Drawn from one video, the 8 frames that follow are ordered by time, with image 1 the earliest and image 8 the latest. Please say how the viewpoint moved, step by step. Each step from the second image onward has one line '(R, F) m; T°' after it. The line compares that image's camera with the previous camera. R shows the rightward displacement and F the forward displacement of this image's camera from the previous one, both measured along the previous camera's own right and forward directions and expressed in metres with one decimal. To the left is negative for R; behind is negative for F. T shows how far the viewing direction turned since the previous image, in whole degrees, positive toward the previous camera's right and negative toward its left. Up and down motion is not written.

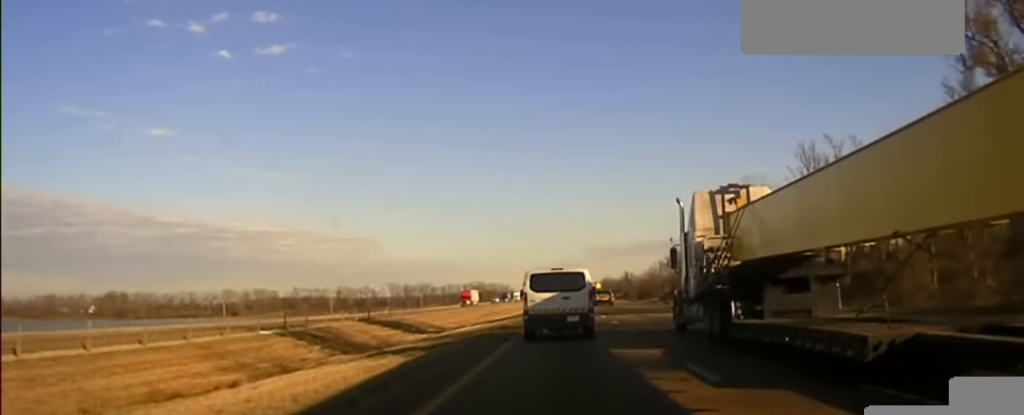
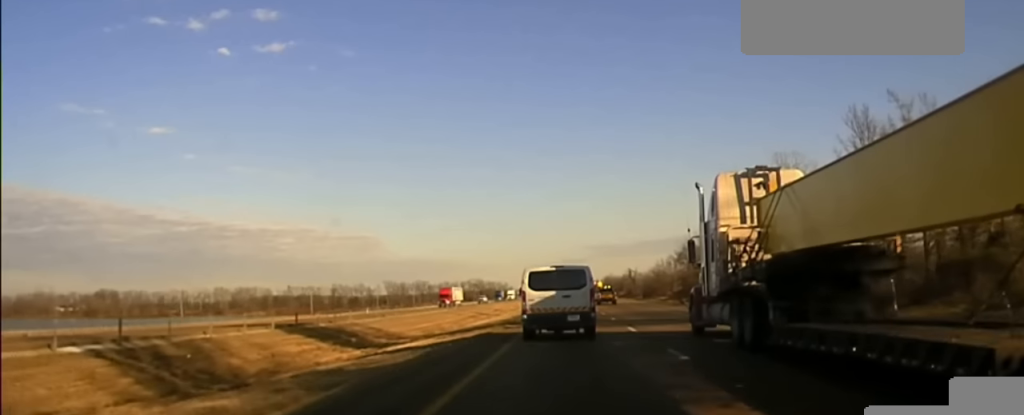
(0.0, +19.9) m; 0°
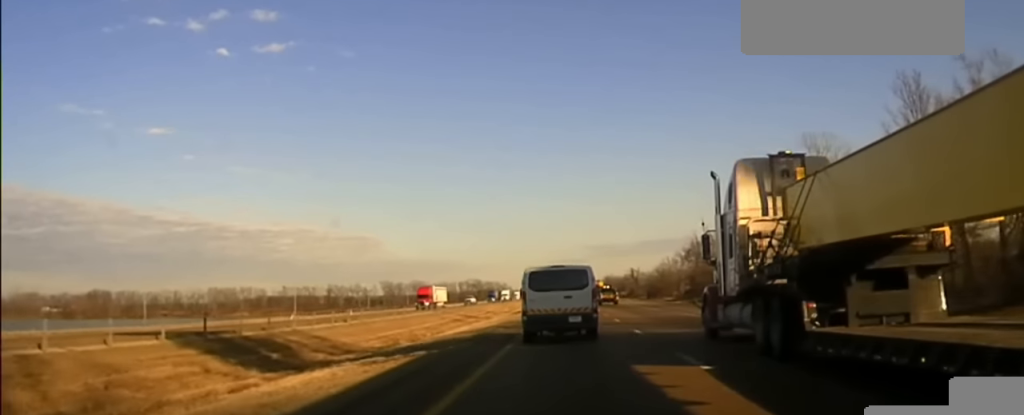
(0.0, +16.7) m; 0°
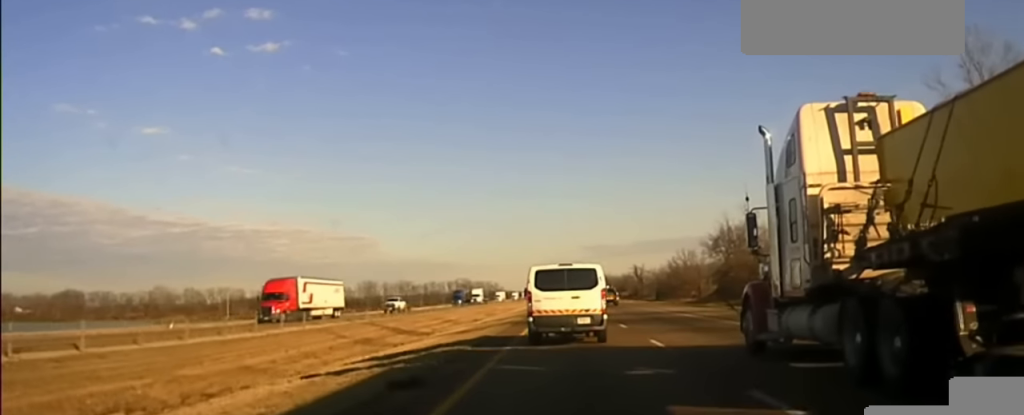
(0.0, +42.2) m; 0°
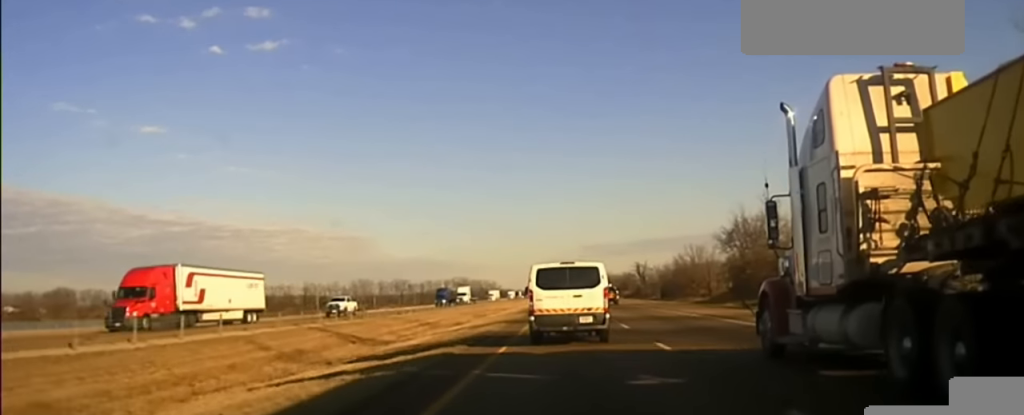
(0.0, +14.1) m; 0°
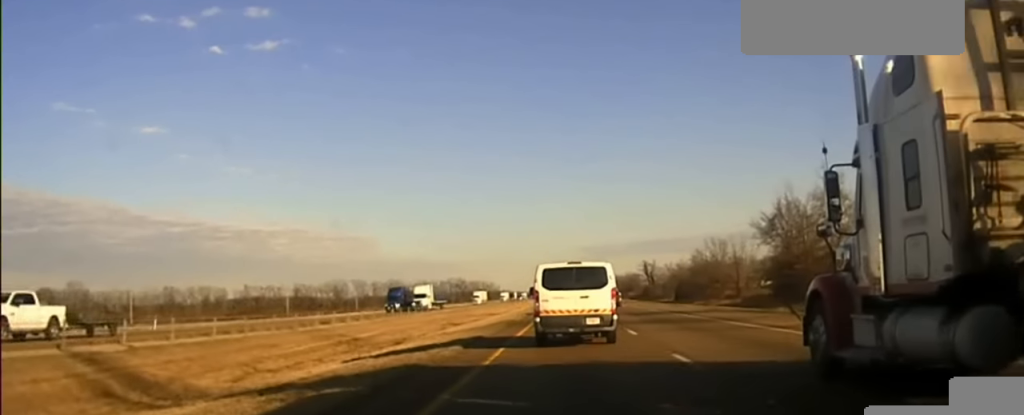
(0.0, +28.7) m; 0°
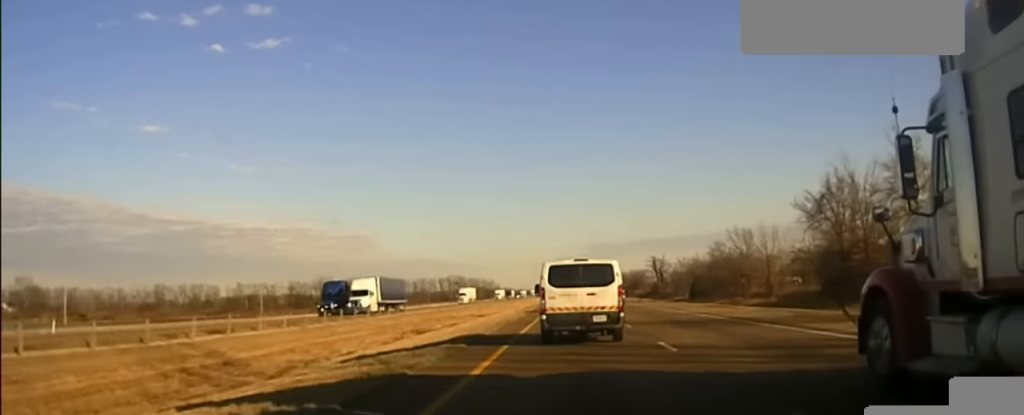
(+0.1, +21.0) m; 0°
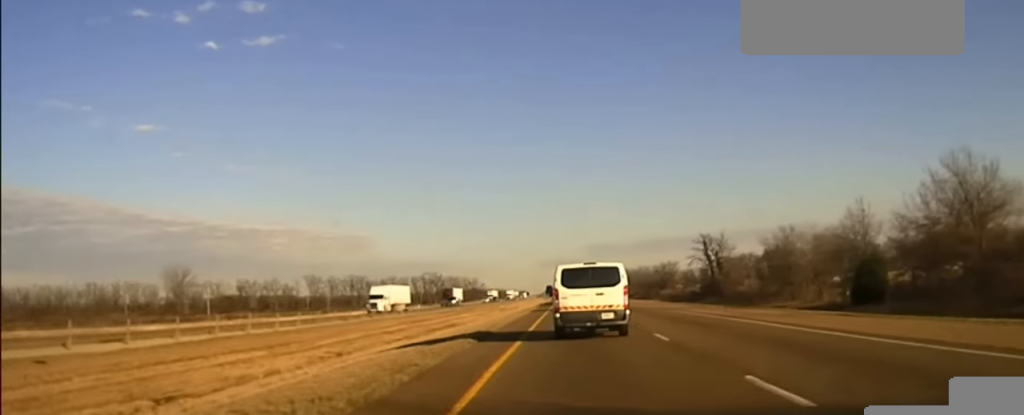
(+0.4, +105.7) m; 0°
